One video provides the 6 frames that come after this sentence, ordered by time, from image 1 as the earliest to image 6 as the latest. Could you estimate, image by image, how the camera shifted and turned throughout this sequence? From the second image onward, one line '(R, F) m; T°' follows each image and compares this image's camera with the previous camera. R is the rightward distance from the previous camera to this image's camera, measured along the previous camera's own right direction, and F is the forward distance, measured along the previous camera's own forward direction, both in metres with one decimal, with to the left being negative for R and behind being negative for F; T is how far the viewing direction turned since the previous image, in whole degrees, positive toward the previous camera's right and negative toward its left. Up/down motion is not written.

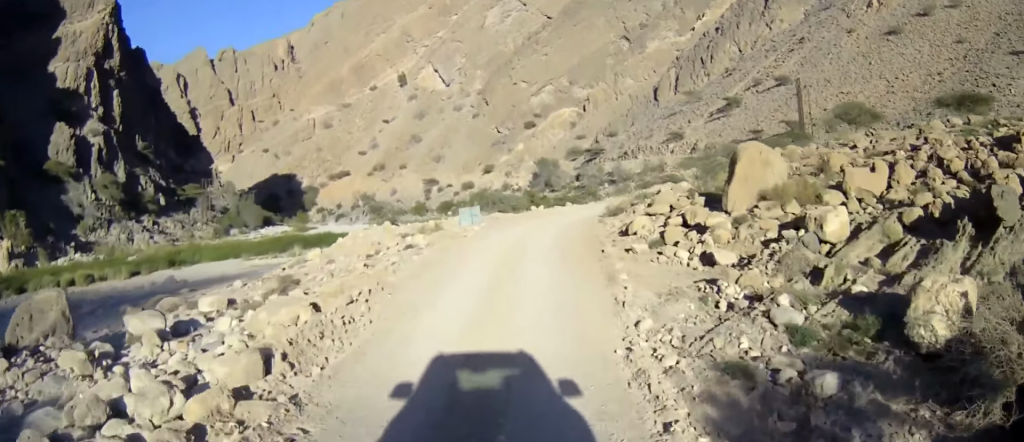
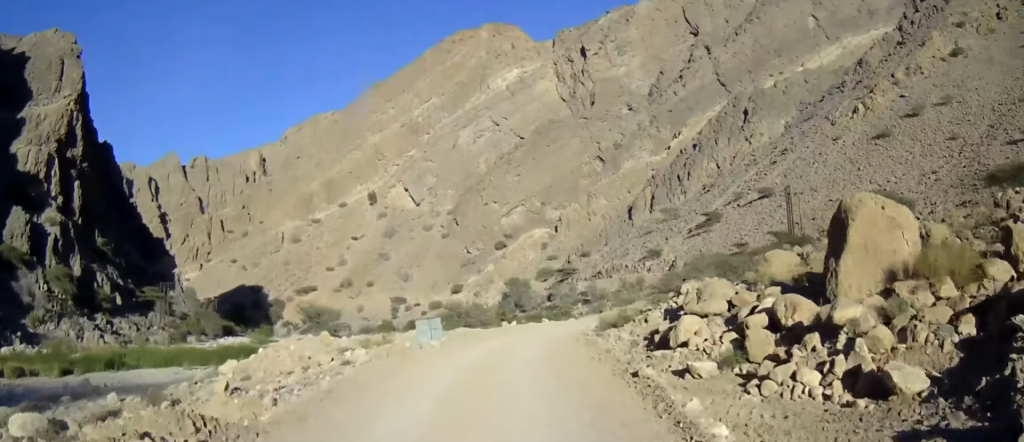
(+0.1, +7.7) m; +2°
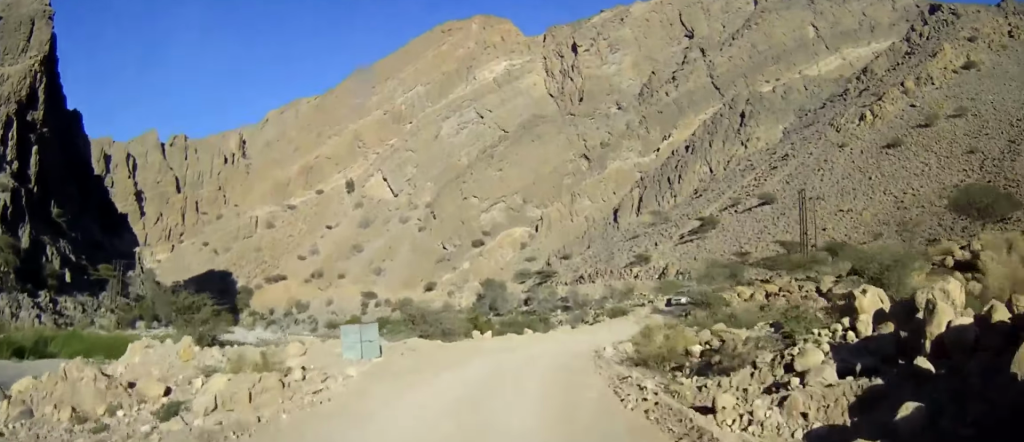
(+0.3, +11.7) m; +4°
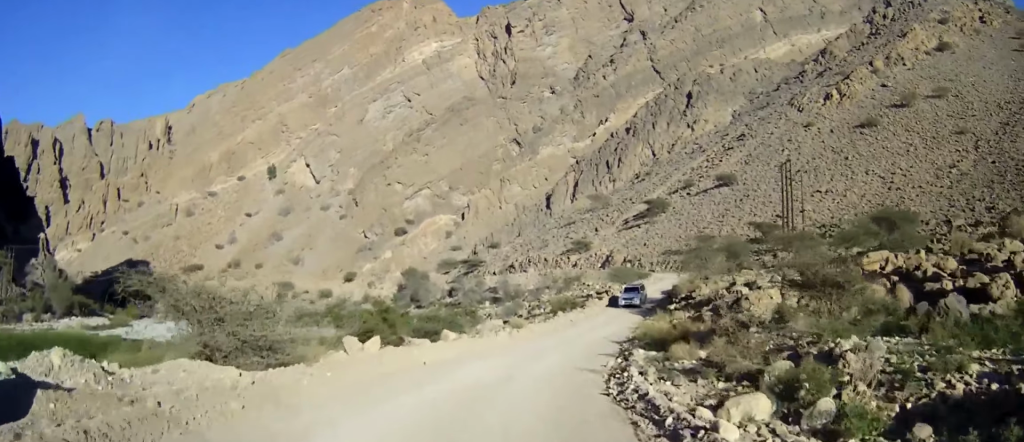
(+0.9, +17.3) m; +4°
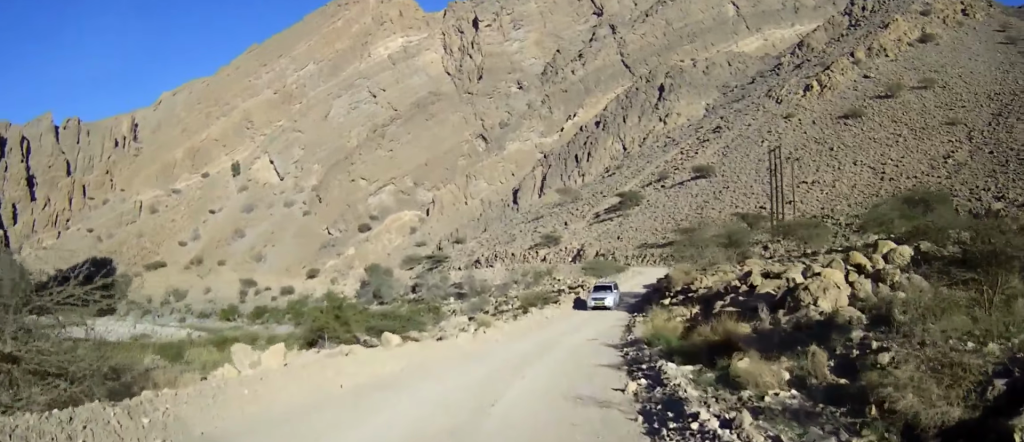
(0.0, +7.5) m; +1°
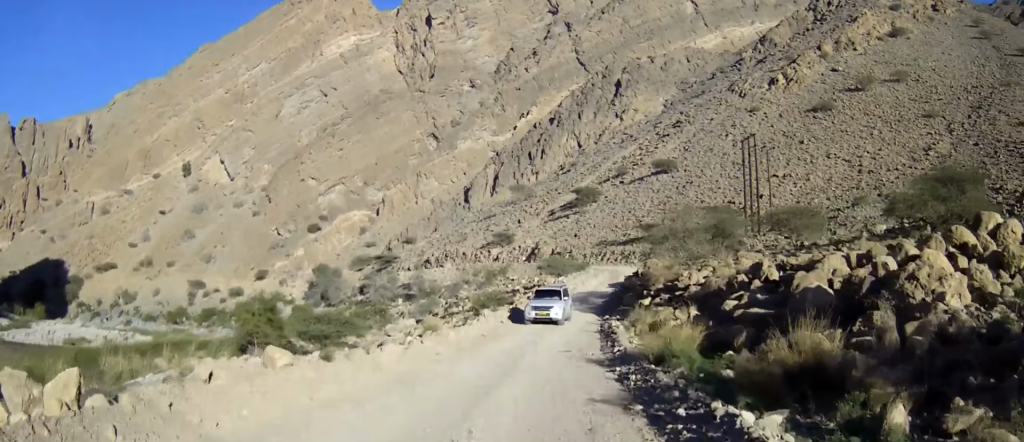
(+0.3, +7.5) m; +6°
